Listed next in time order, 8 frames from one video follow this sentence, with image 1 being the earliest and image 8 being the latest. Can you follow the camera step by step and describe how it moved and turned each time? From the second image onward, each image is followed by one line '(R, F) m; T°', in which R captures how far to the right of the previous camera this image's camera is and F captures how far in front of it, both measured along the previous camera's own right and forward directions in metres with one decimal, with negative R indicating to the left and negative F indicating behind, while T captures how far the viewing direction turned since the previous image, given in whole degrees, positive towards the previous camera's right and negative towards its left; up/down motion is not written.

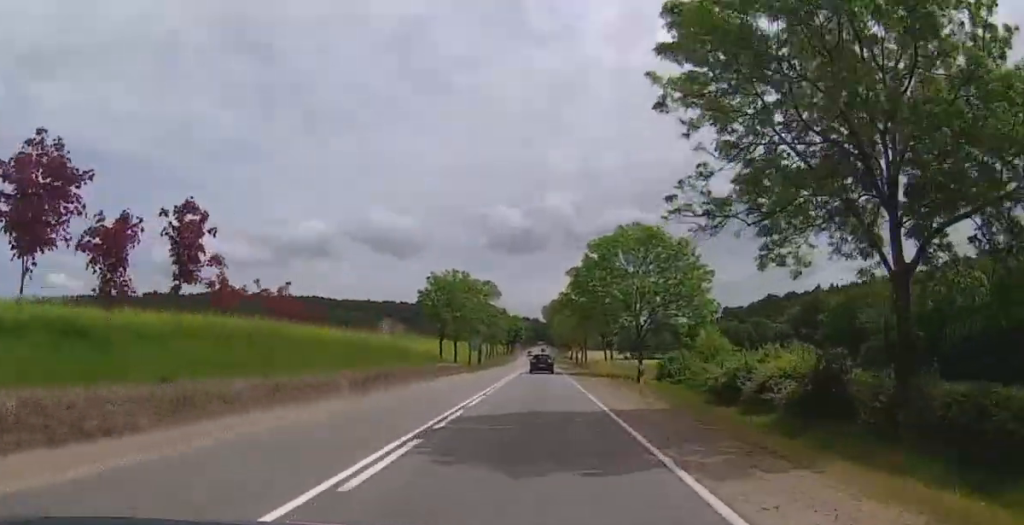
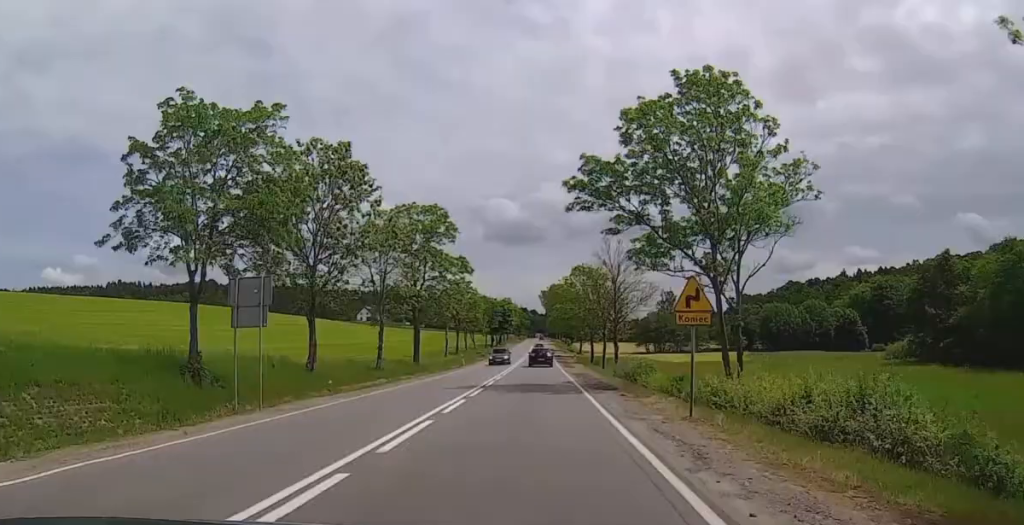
(-0.5, +55.0) m; -1°
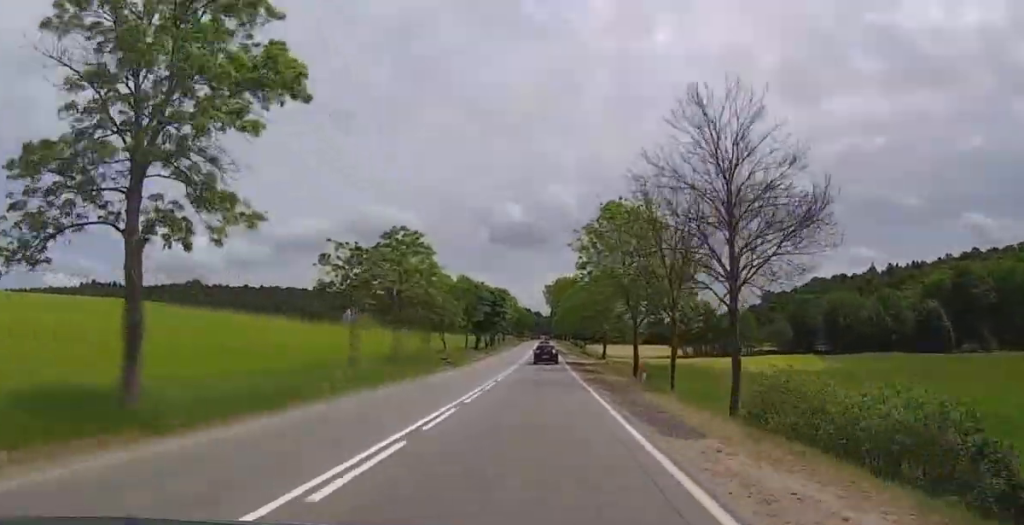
(0.0, +43.8) m; 0°
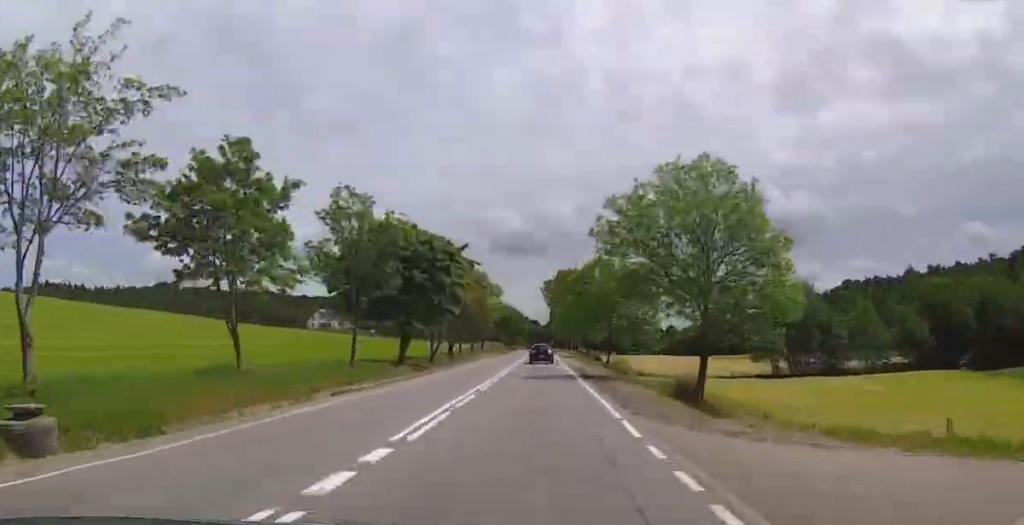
(0.0, +59.9) m; 0°
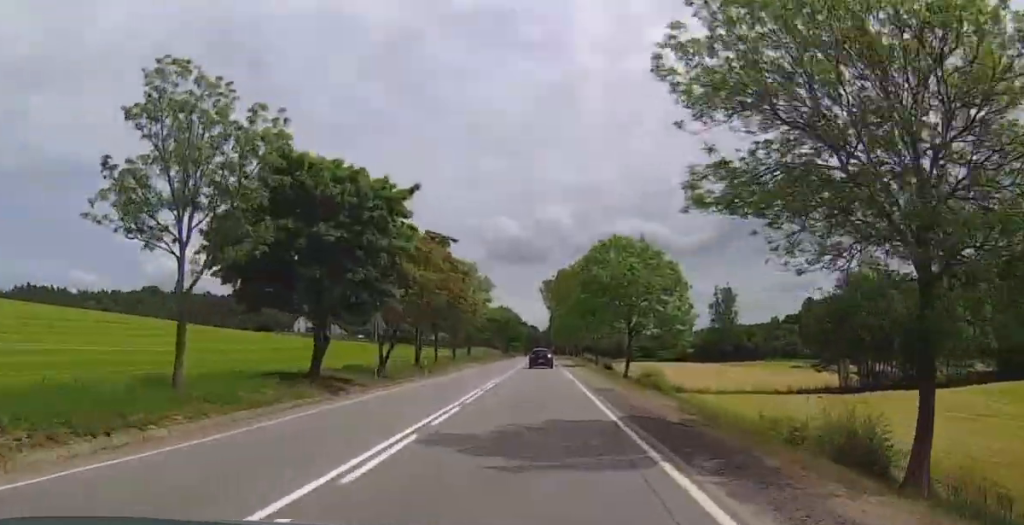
(0.0, +22.3) m; 0°
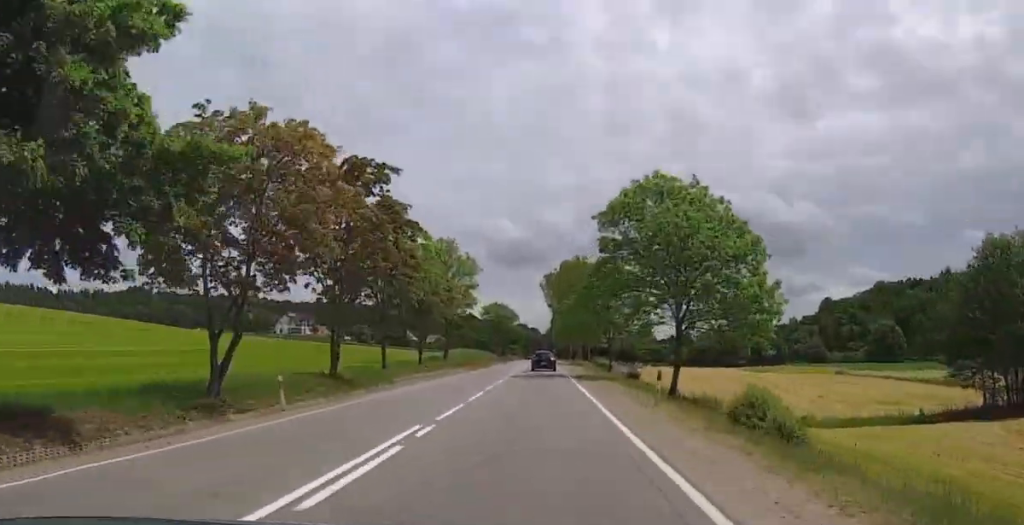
(0.0, +26.1) m; 0°
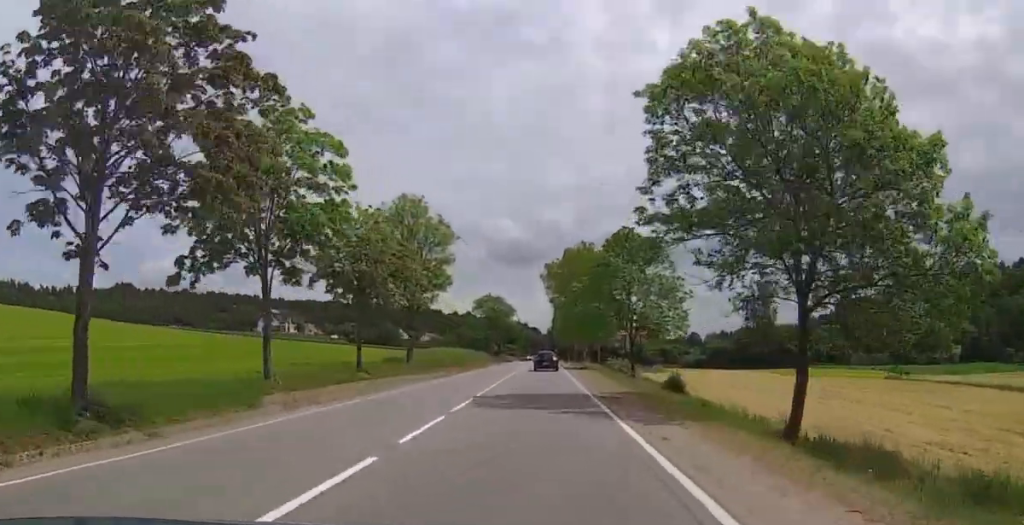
(0.0, +22.8) m; 0°
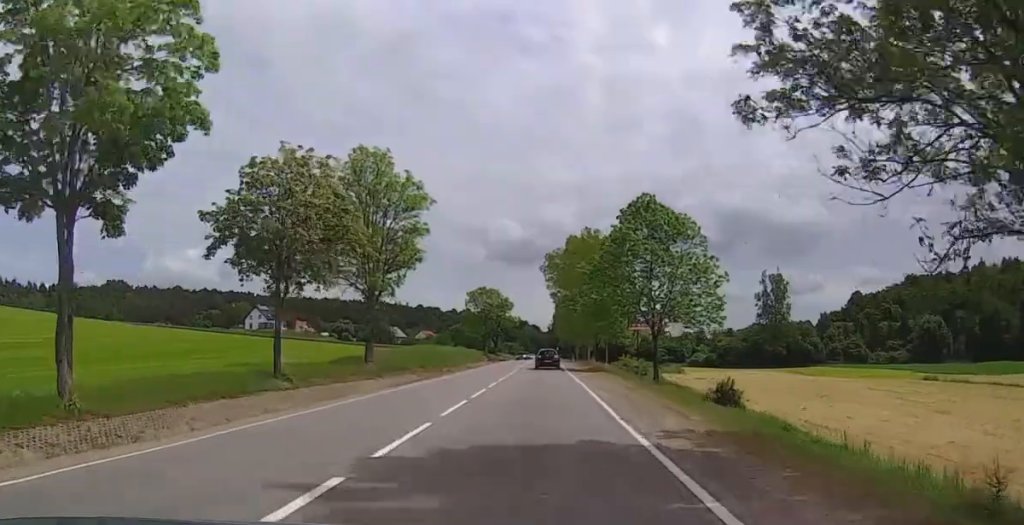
(0.0, +14.5) m; 0°
